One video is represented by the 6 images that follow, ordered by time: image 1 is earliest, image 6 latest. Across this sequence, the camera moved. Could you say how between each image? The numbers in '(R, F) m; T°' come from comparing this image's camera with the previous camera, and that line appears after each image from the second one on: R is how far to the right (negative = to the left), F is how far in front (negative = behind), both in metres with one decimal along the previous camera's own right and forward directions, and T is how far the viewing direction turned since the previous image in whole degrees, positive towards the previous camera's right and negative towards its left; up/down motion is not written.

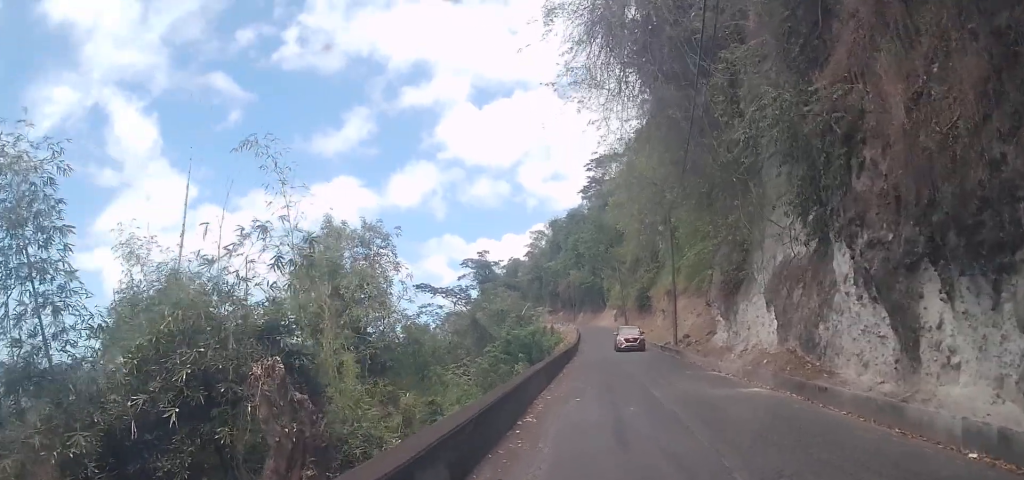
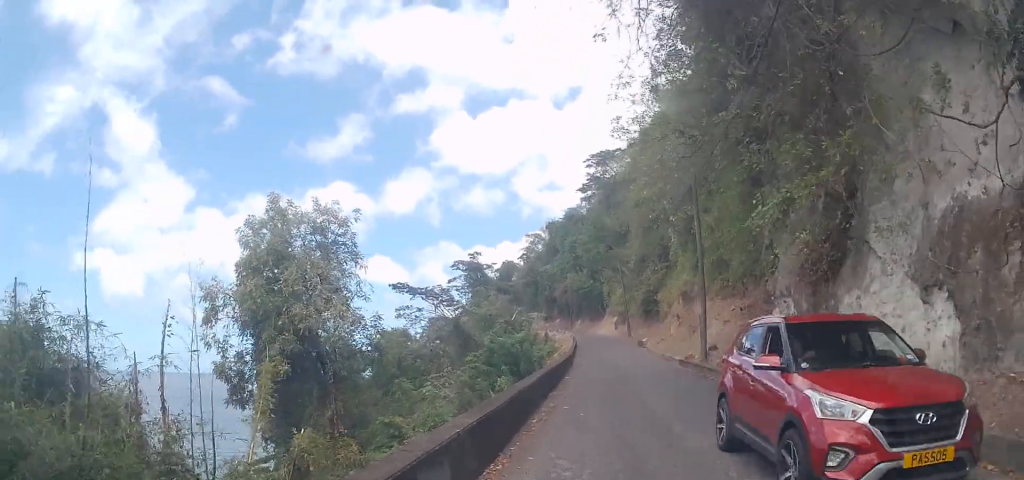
(+0.7, +9.0) m; +9°
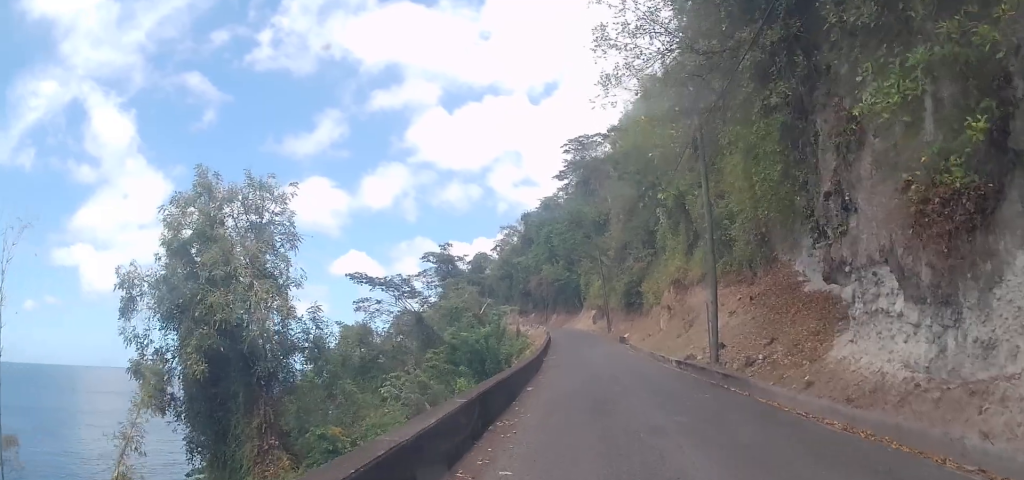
(-1.0, +7.3) m; -9°
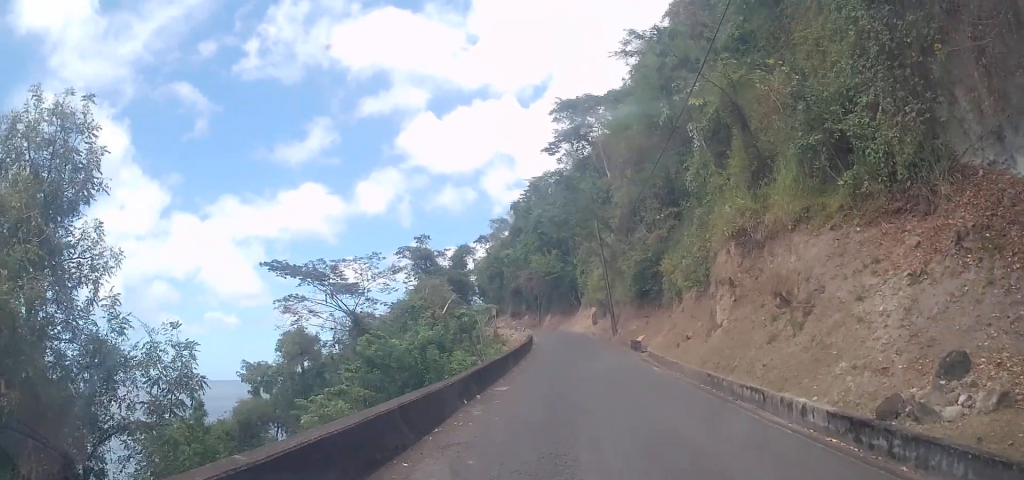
(+0.9, +17.2) m; +1°
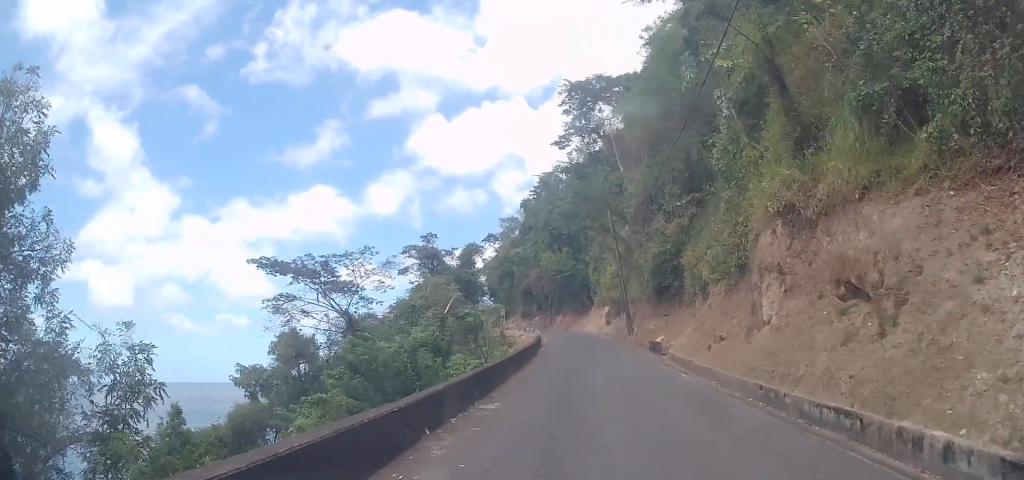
(0.0, +3.6) m; -1°
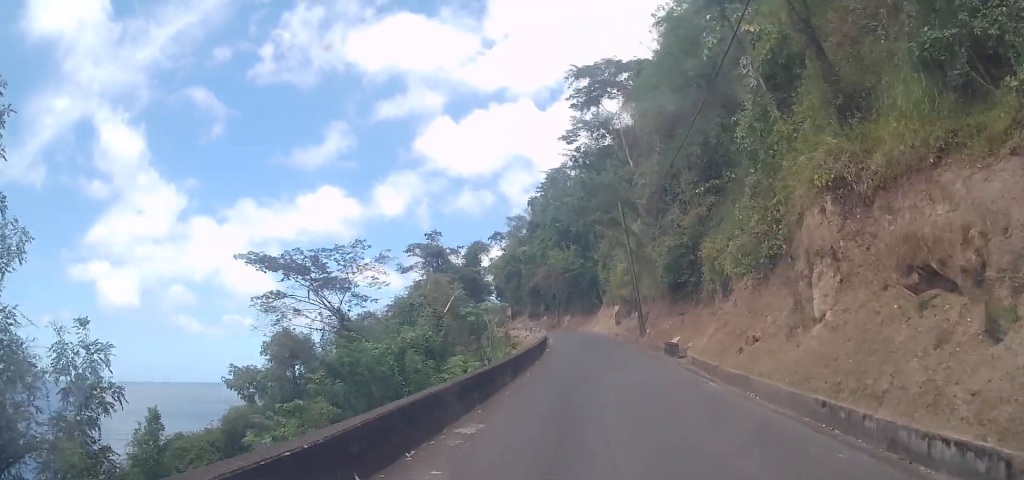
(0.0, +3.0) m; -1°
